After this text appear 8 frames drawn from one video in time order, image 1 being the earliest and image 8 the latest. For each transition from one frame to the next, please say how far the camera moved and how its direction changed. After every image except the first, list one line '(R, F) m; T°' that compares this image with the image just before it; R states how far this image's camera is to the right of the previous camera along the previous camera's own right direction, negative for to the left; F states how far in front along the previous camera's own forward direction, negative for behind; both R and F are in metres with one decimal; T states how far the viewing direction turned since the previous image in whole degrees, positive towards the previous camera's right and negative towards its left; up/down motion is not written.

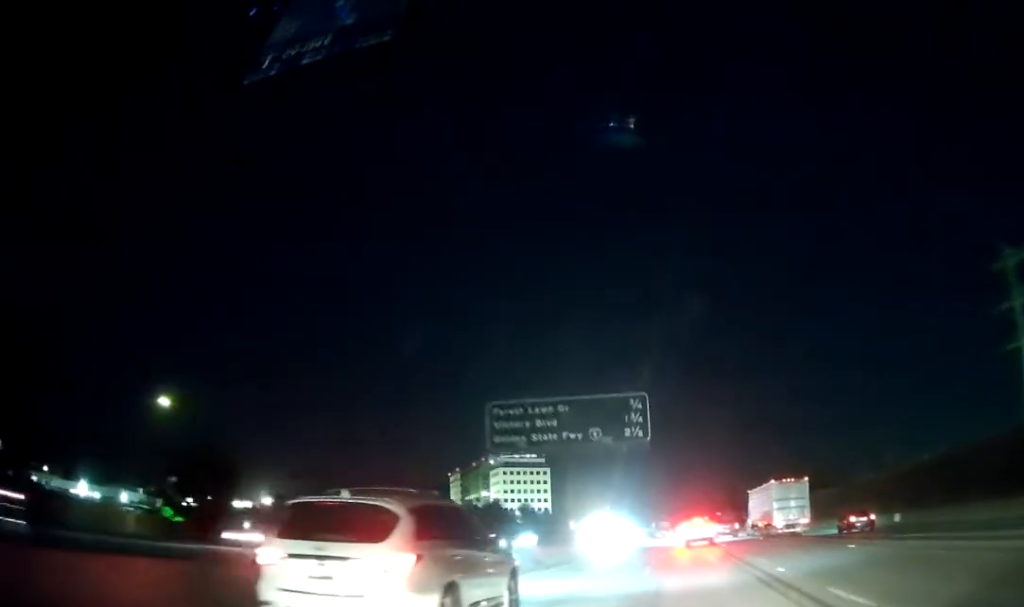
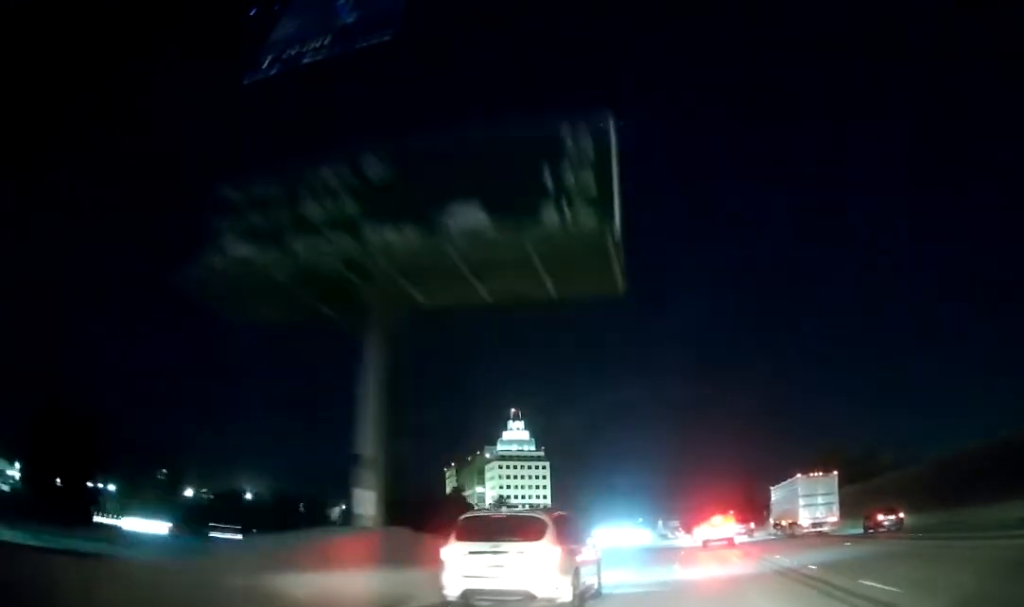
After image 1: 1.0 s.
(-0.1, +26.9) m; 0°
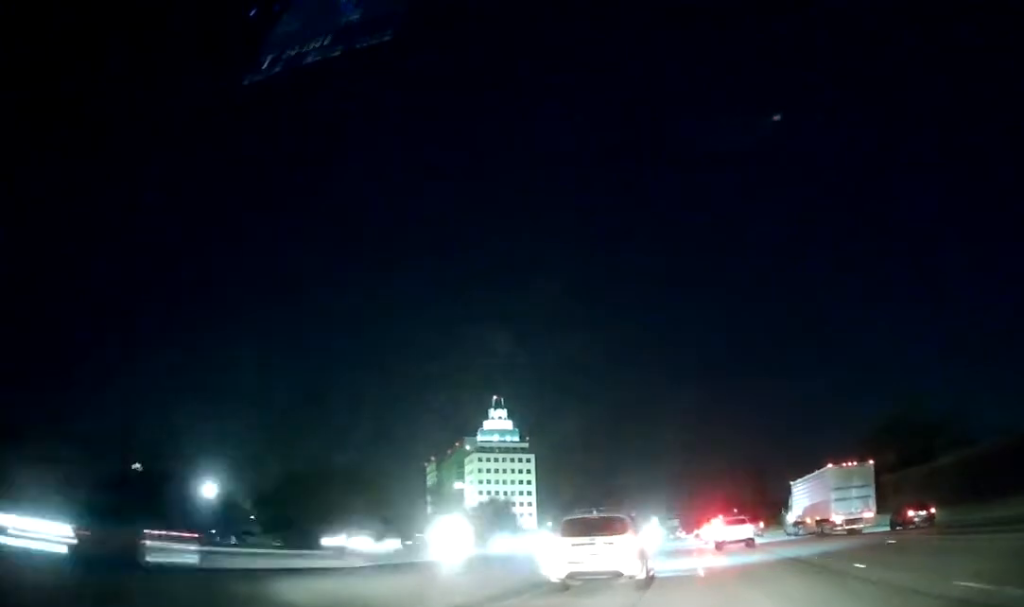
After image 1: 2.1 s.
(-0.1, +31.8) m; 0°
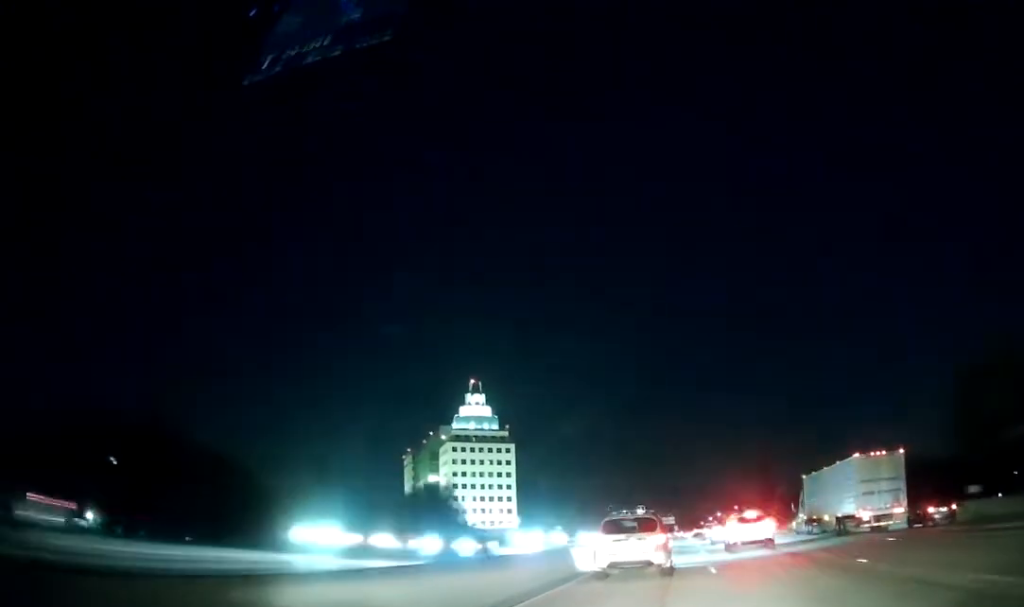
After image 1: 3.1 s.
(-0.1, +28.1) m; 0°
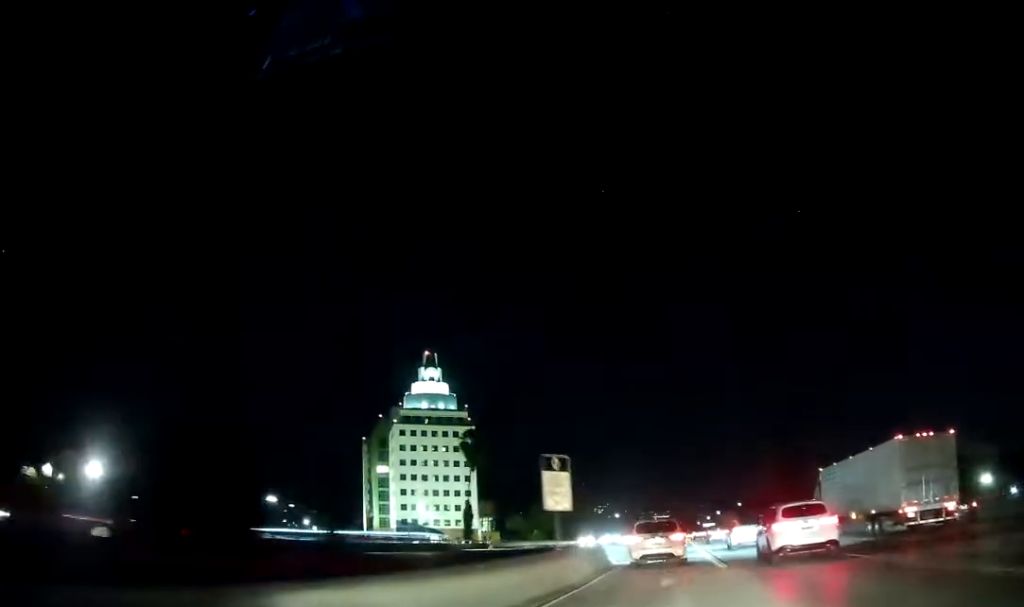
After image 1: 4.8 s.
(+0.1, +46.4) m; 0°
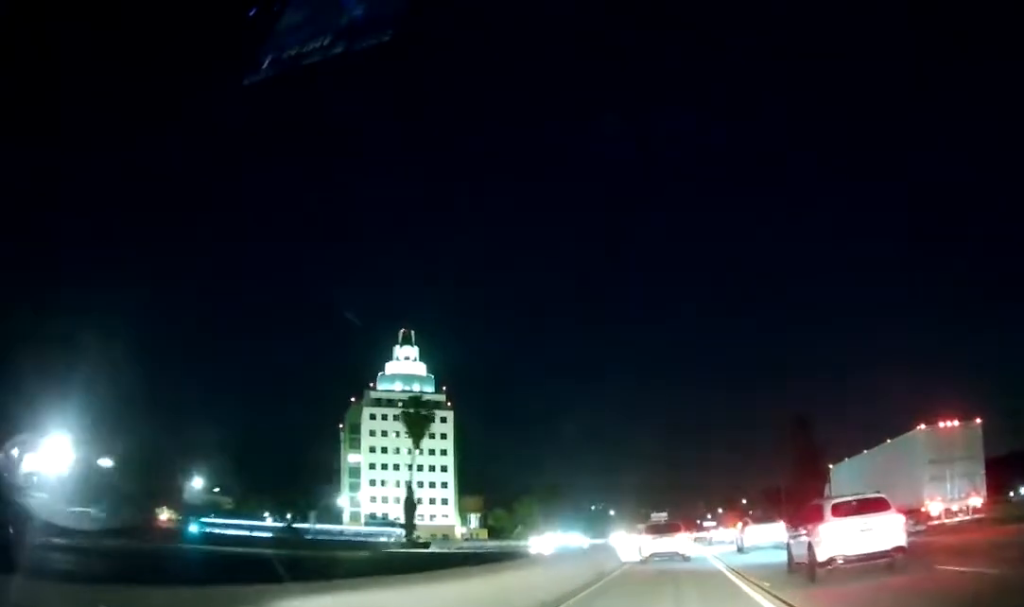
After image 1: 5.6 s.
(0.0, +21.9) m; 0°
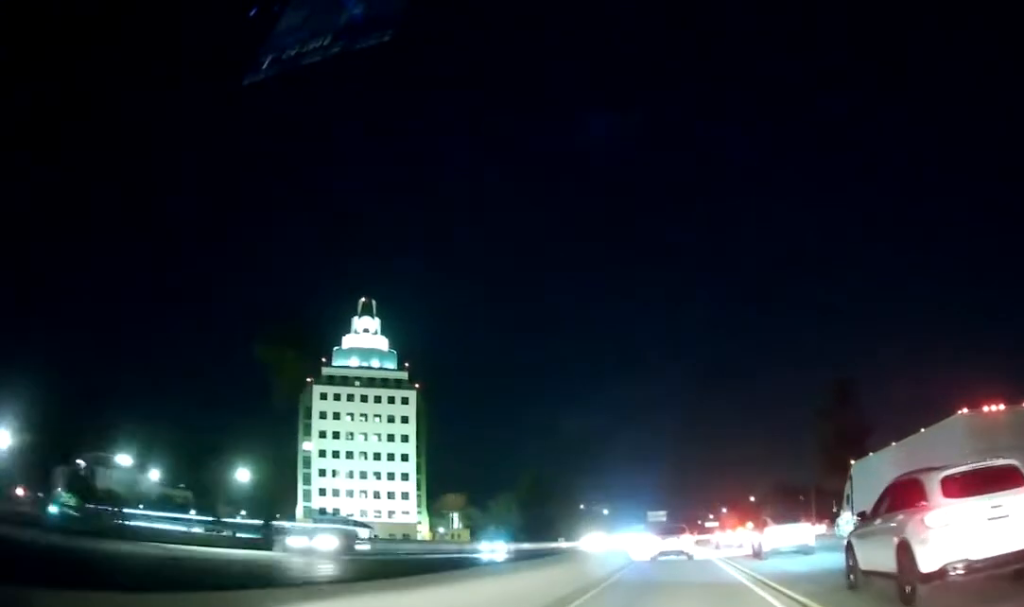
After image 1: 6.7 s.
(0.0, +29.9) m; +1°
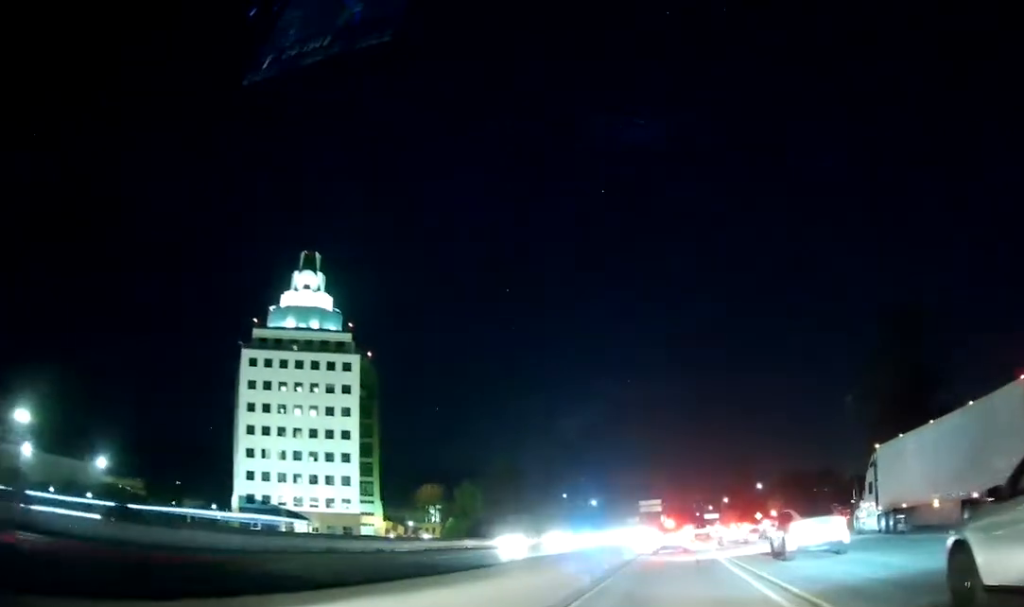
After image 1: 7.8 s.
(+0.2, +28.3) m; 0°
